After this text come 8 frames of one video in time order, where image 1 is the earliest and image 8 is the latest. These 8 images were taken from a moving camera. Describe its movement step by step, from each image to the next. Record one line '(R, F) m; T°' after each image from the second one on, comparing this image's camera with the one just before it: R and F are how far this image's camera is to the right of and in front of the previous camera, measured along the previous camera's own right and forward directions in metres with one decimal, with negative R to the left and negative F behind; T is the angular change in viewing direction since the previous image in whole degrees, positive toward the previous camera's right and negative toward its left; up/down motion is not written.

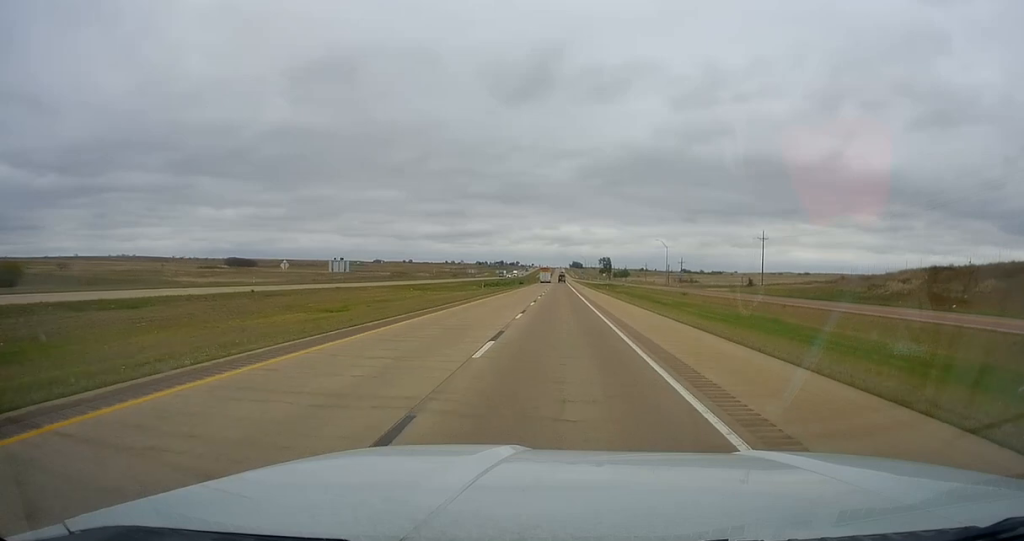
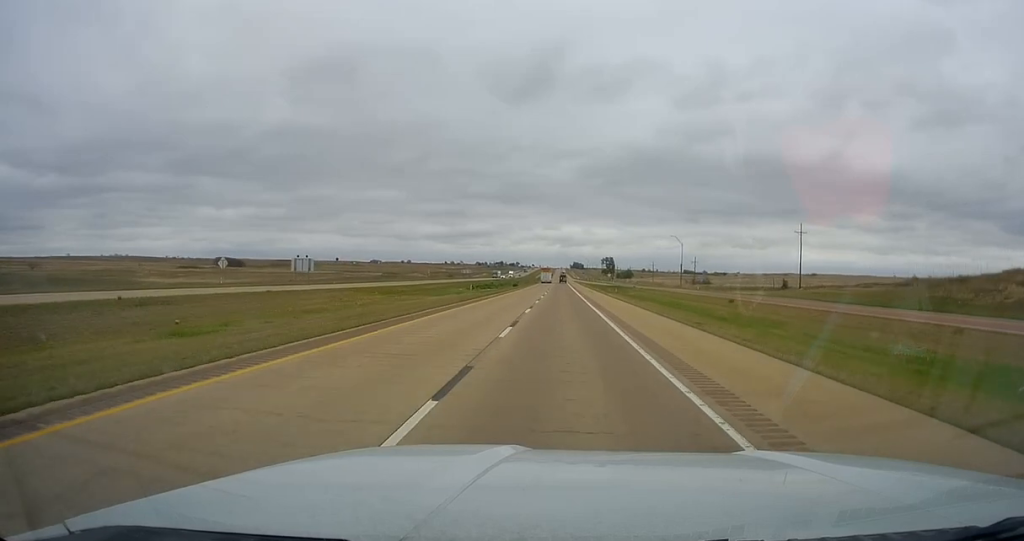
(0.0, +19.7) m; 0°
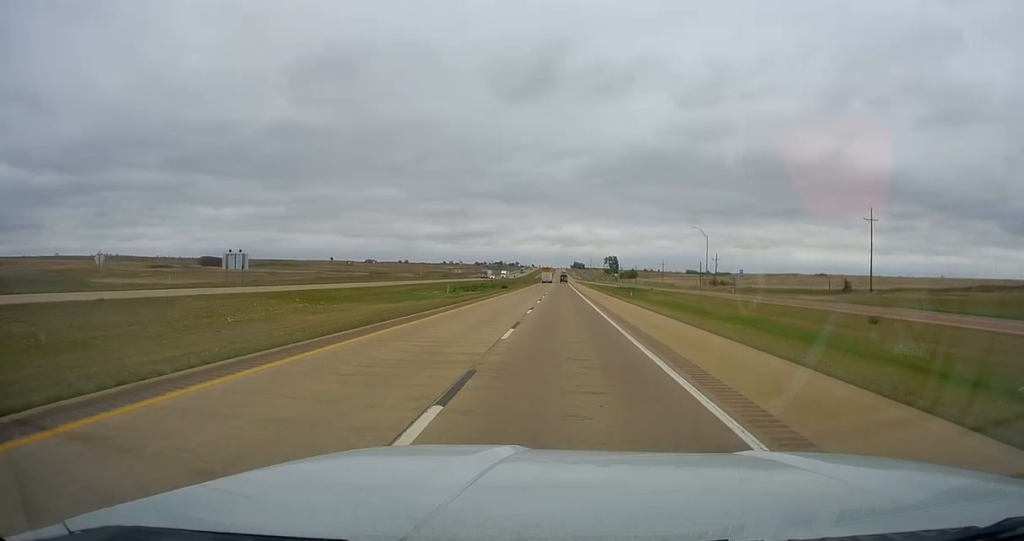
(0.0, +24.9) m; 0°
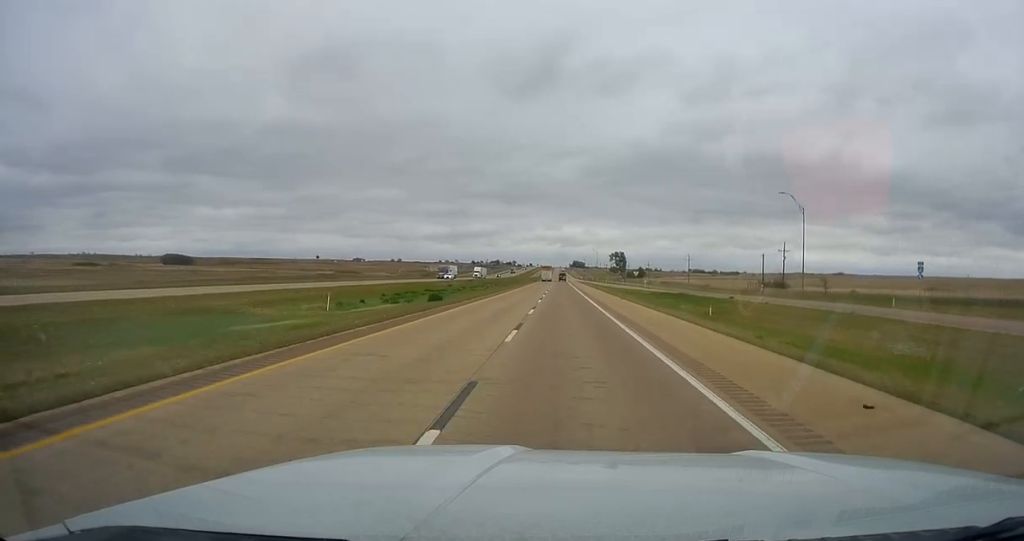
(0.0, +49.9) m; 0°
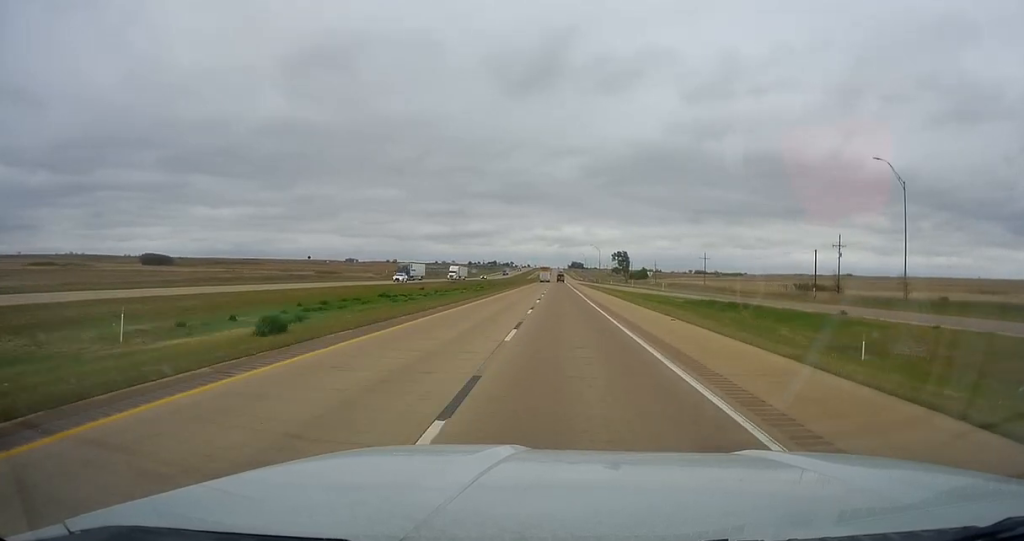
(0.0, +23.9) m; 0°
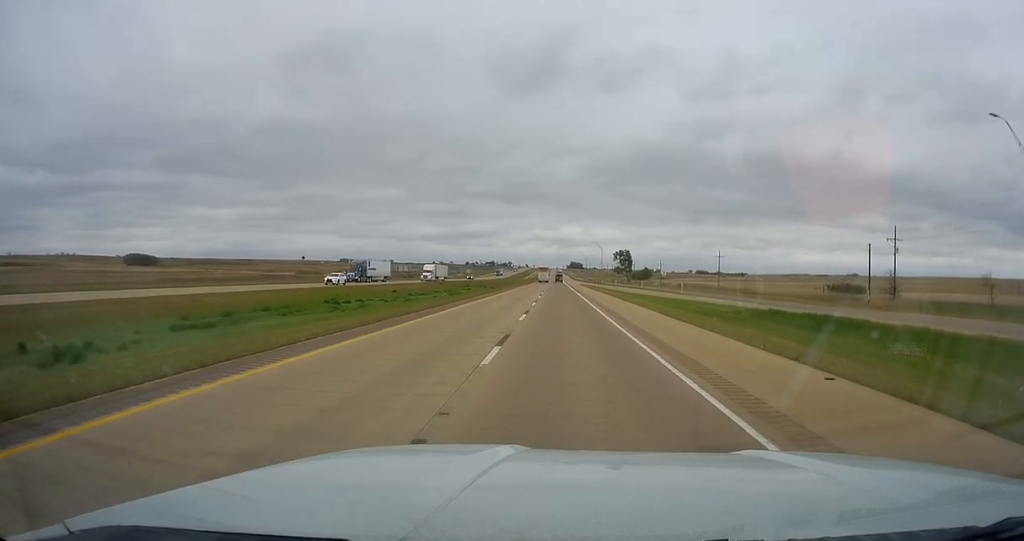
(0.0, +16.4) m; 0°
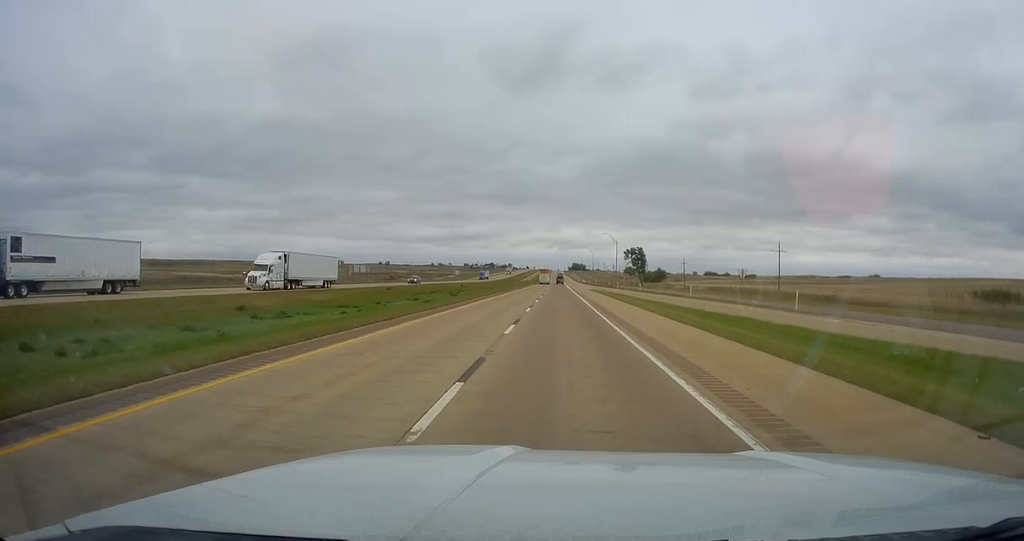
(0.0, +41.9) m; 0°
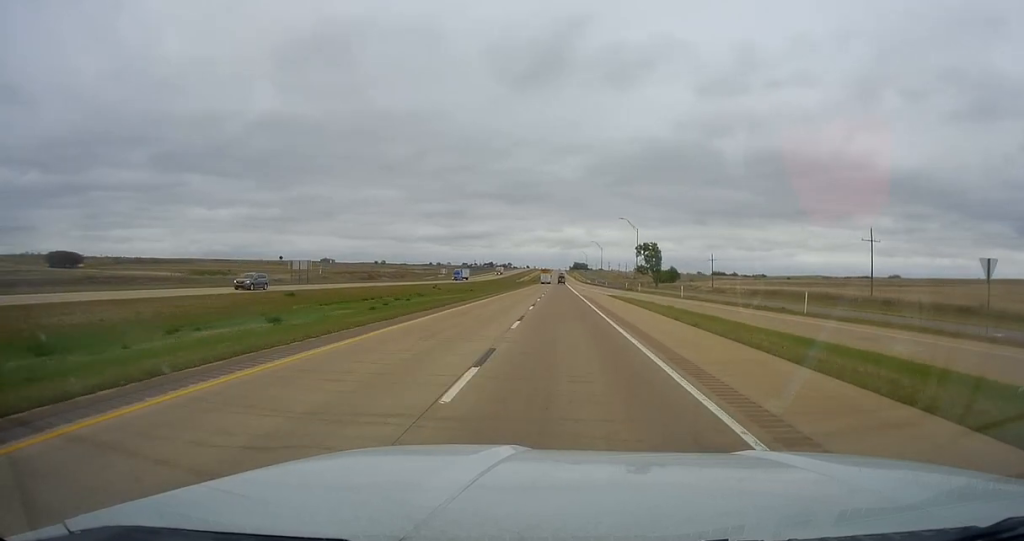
(0.0, +35.0) m; 0°
